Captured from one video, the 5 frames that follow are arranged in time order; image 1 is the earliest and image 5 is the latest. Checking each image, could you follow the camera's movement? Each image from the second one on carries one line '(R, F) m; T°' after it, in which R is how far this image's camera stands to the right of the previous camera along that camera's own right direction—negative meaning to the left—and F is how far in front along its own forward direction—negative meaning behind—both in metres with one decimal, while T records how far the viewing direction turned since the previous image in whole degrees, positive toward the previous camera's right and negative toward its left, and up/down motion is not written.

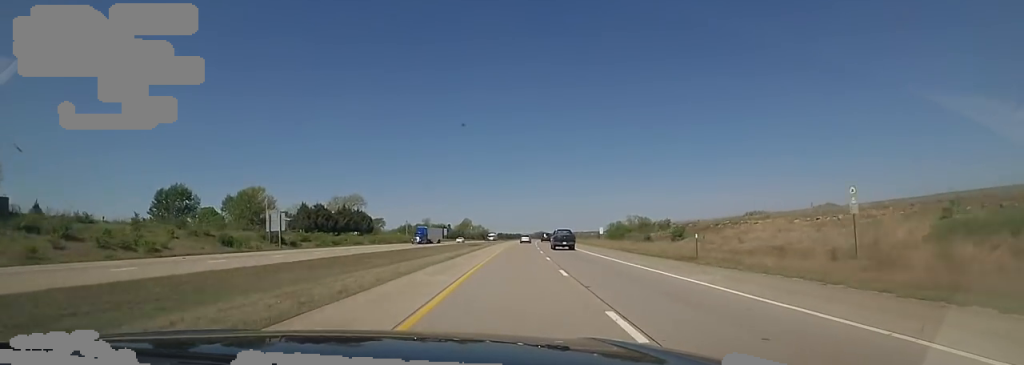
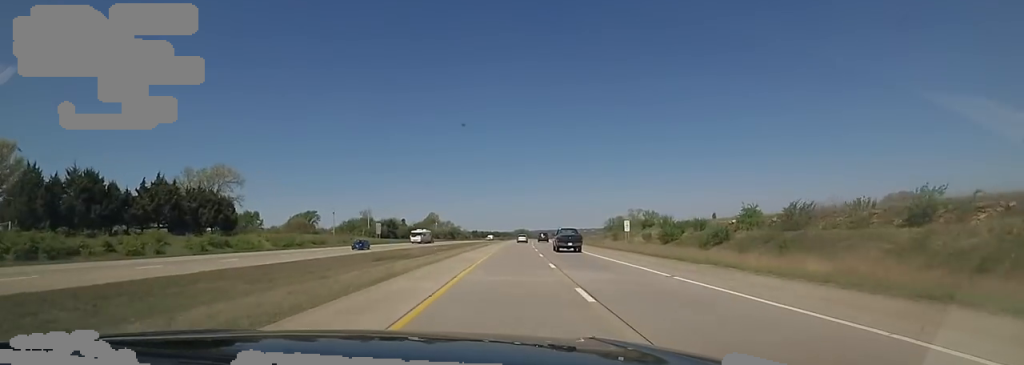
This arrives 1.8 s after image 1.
(+0.3, +65.5) m; +2°
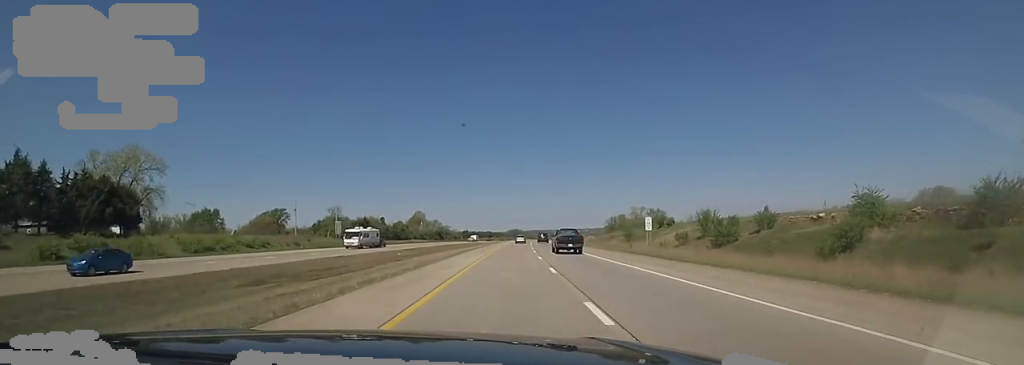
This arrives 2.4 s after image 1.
(-0.1, +22.2) m; +1°
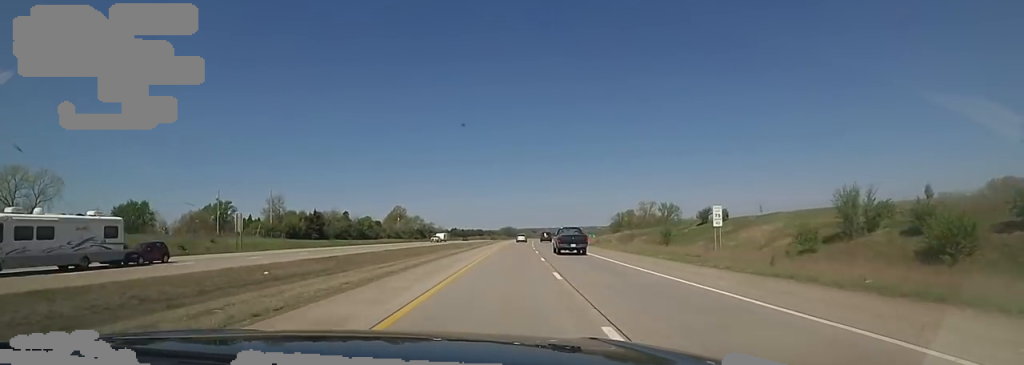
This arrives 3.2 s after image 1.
(+1.1, +32.1) m; +2°
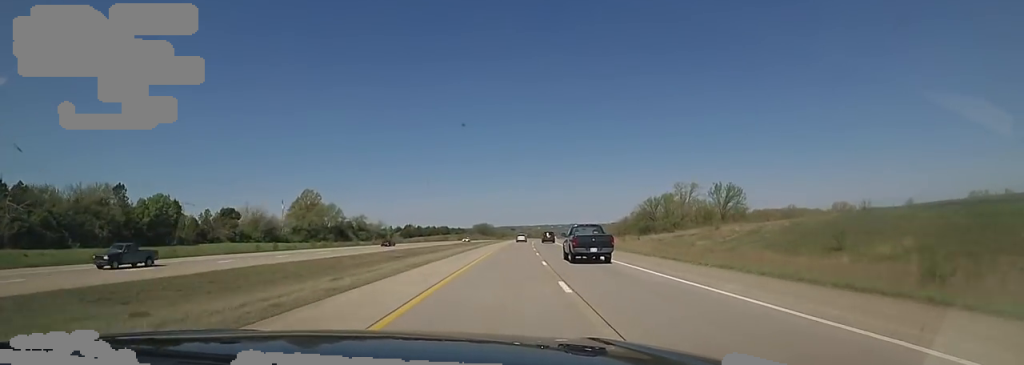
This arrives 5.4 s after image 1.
(+2.9, +82.2) m; +2°
